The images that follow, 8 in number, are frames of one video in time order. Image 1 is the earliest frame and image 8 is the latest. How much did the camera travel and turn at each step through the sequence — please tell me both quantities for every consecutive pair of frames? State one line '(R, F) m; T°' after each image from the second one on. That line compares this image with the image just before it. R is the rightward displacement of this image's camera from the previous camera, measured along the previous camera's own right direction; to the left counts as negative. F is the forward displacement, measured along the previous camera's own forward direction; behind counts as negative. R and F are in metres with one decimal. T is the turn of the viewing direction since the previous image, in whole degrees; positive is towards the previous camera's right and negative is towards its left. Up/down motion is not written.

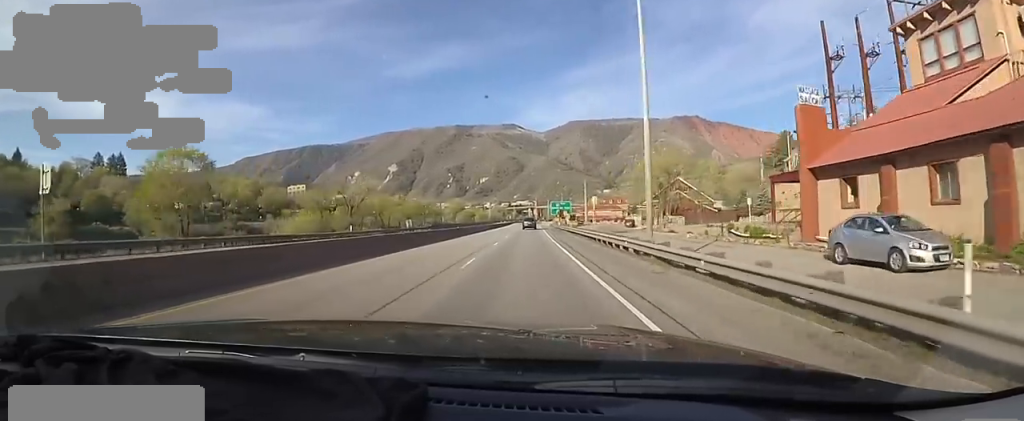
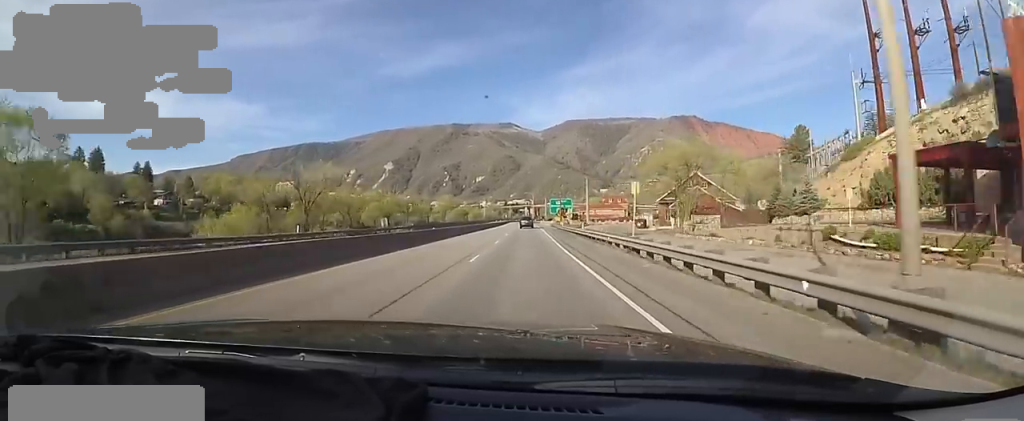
(-0.6, +11.0) m; +1°
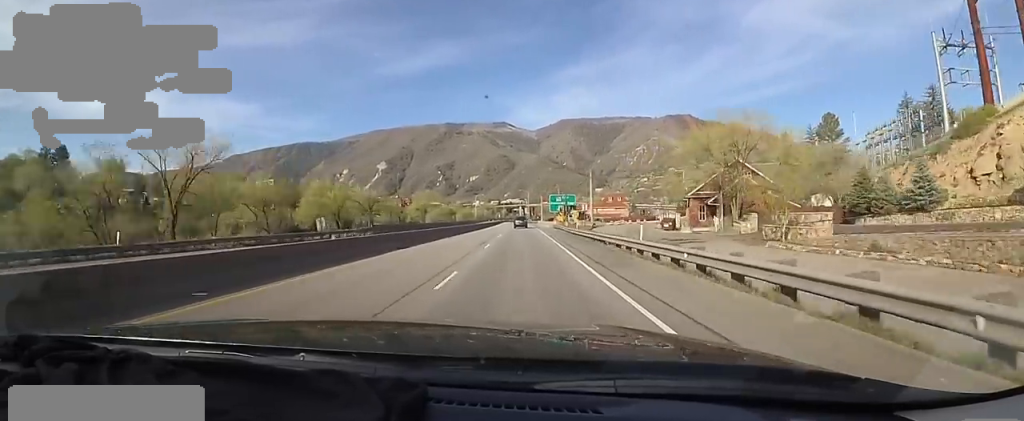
(+1.3, +17.8) m; +1°
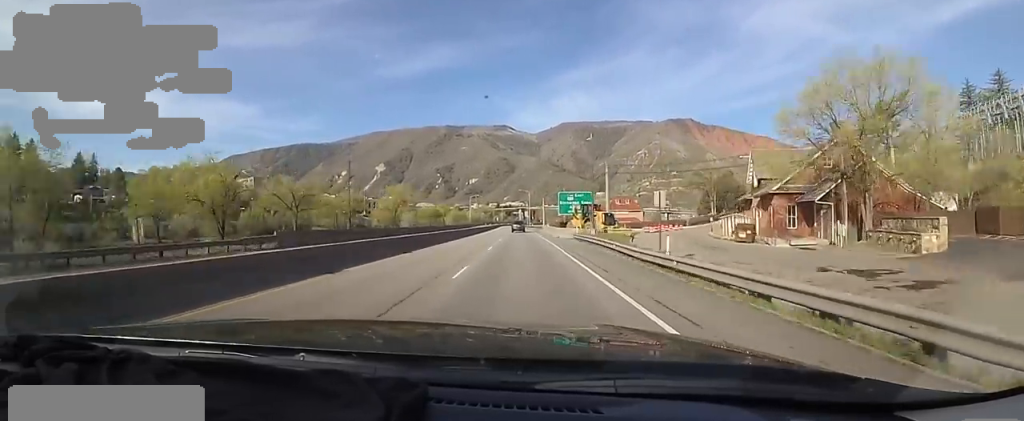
(-0.1, +22.2) m; -1°
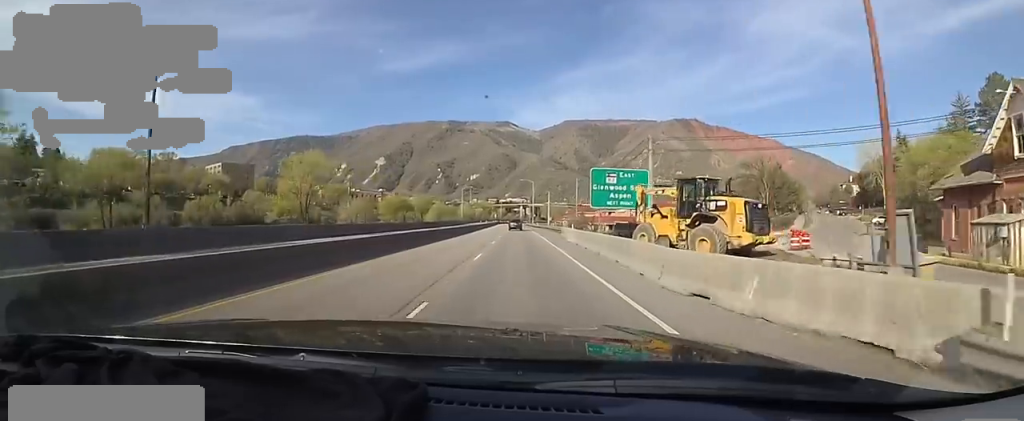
(-0.7, +31.8) m; +1°
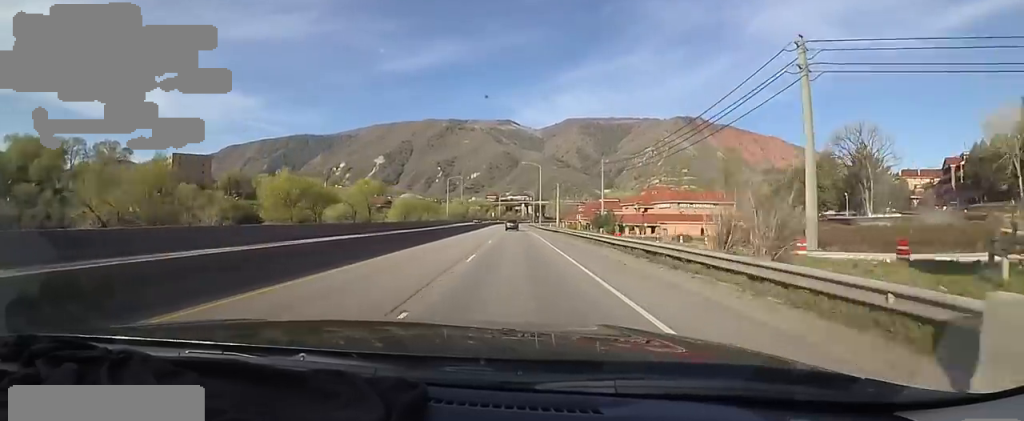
(+1.1, +36.8) m; 0°
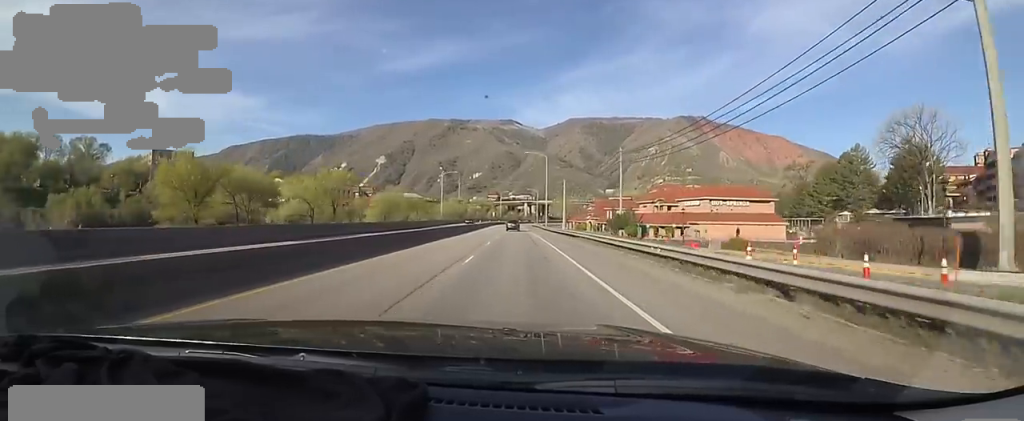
(-0.5, +13.7) m; -1°
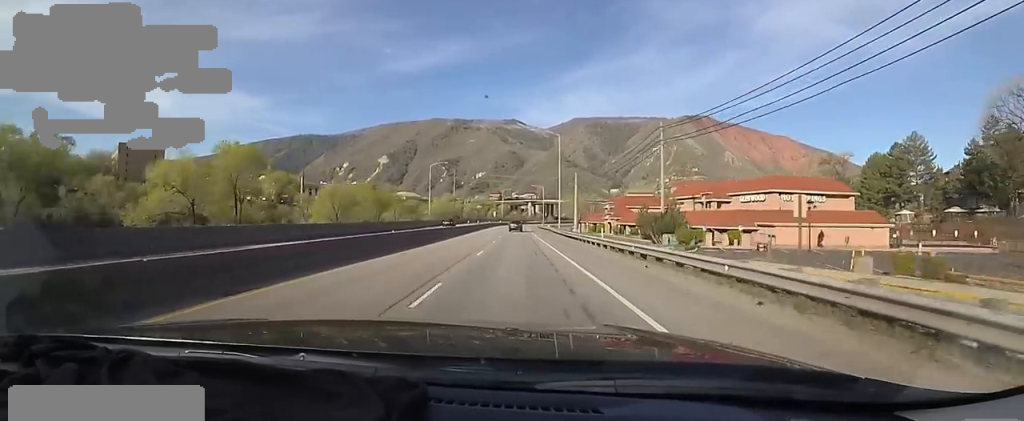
(-0.2, +19.6) m; 0°
